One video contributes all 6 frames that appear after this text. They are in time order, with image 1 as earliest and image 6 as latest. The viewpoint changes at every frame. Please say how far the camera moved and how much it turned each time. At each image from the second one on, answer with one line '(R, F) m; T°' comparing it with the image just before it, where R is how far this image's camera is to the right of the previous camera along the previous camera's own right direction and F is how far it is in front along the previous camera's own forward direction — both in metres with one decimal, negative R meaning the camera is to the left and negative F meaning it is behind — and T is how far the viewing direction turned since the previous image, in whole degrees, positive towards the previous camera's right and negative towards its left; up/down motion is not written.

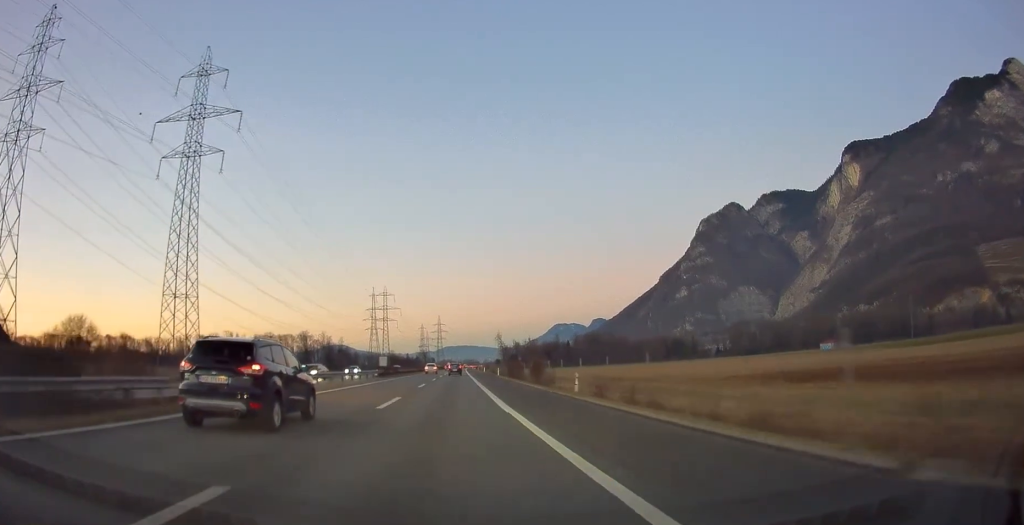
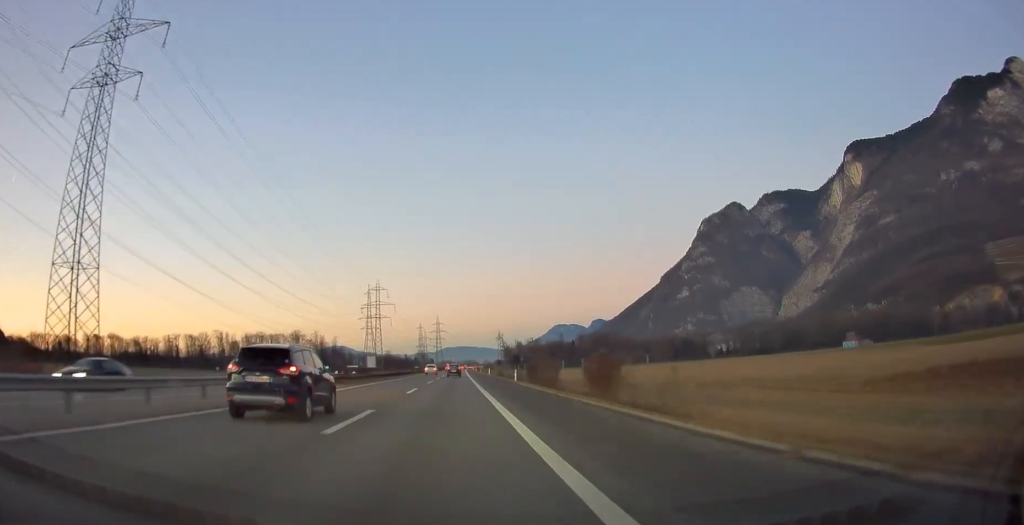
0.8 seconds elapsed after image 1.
(0.0, +24.8) m; 0°
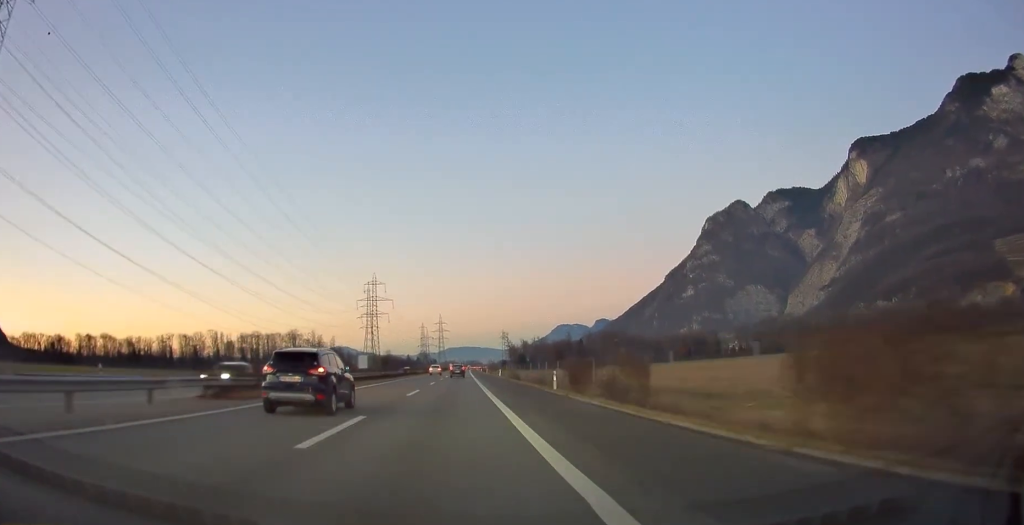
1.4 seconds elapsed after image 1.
(0.0, +19.4) m; 0°
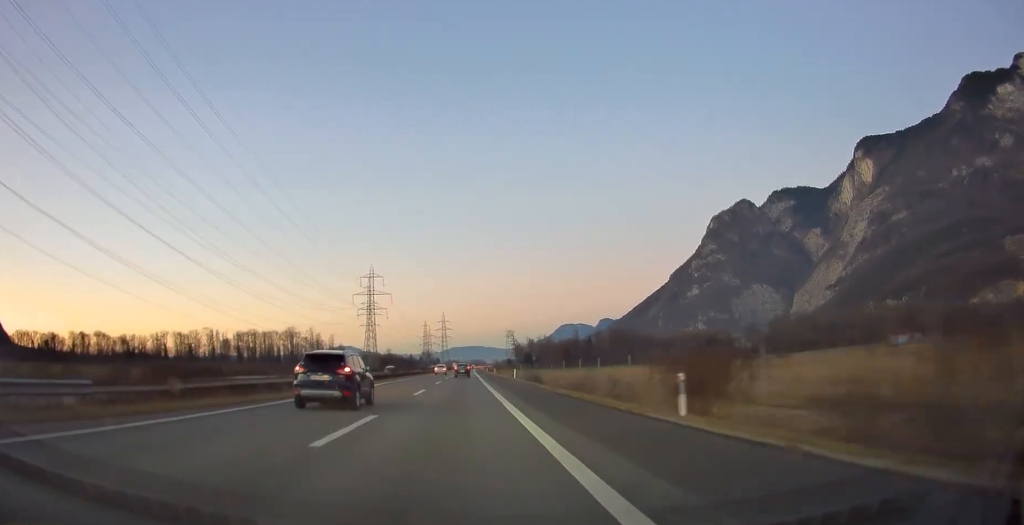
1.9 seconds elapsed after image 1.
(+0.1, +18.4) m; 0°
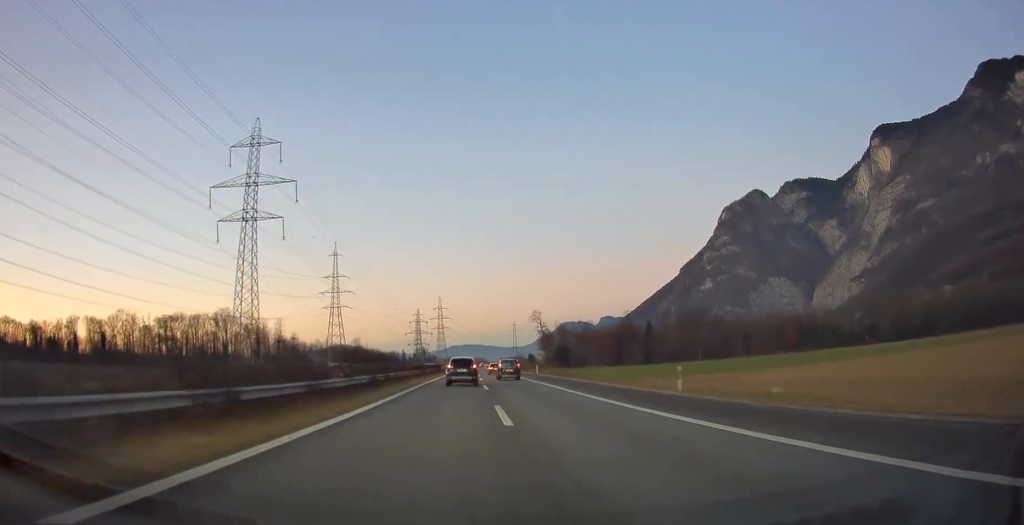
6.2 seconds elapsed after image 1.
(-2.0, +139.2) m; -1°
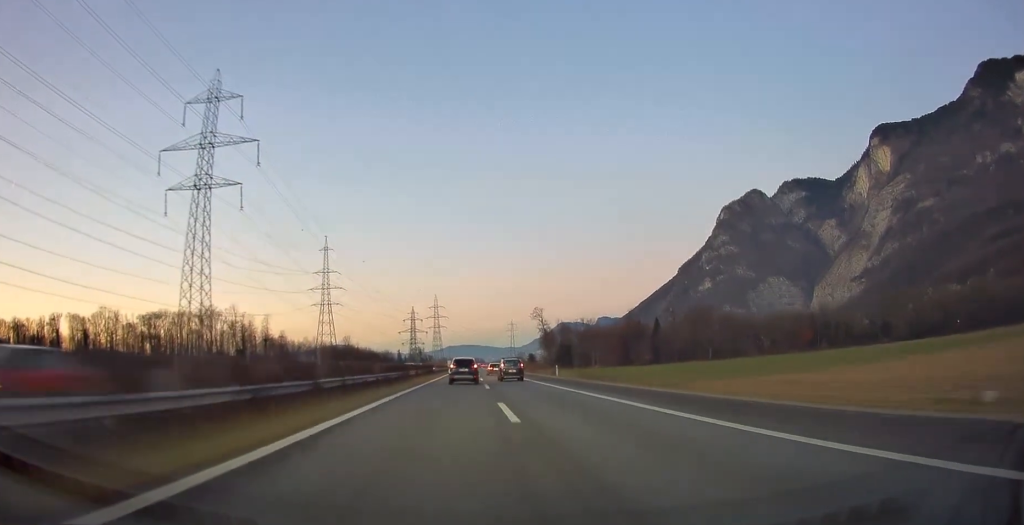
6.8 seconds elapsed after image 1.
(+0.1, +17.3) m; 0°
